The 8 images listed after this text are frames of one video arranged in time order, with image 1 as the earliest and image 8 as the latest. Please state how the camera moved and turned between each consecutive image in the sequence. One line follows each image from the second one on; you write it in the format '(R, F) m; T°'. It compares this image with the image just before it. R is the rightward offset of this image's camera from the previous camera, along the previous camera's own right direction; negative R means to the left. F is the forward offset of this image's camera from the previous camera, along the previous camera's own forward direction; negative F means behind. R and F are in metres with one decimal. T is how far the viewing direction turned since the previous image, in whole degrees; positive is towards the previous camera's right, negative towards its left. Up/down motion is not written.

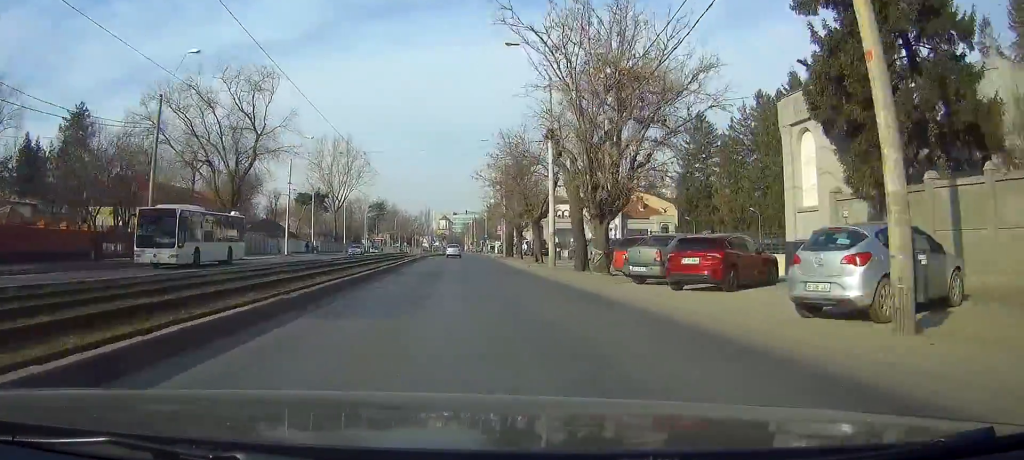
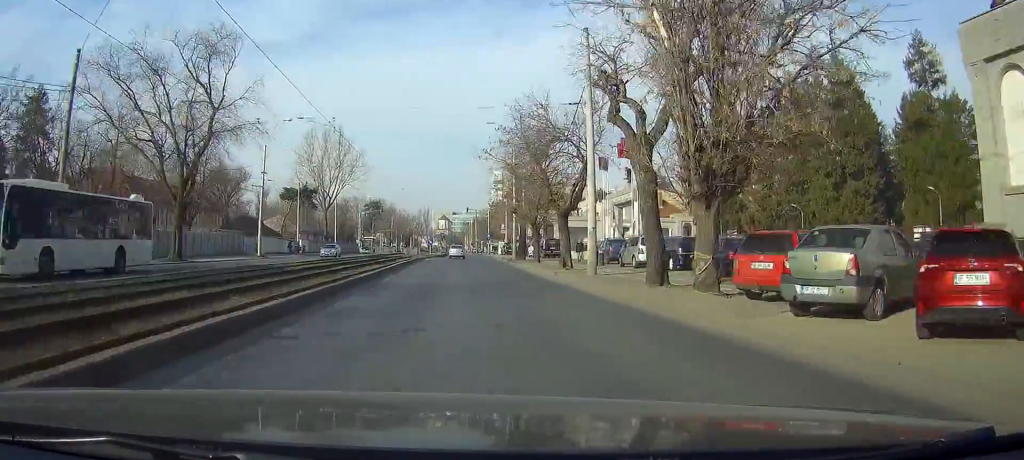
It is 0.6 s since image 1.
(-0.1, +10.5) m; 0°
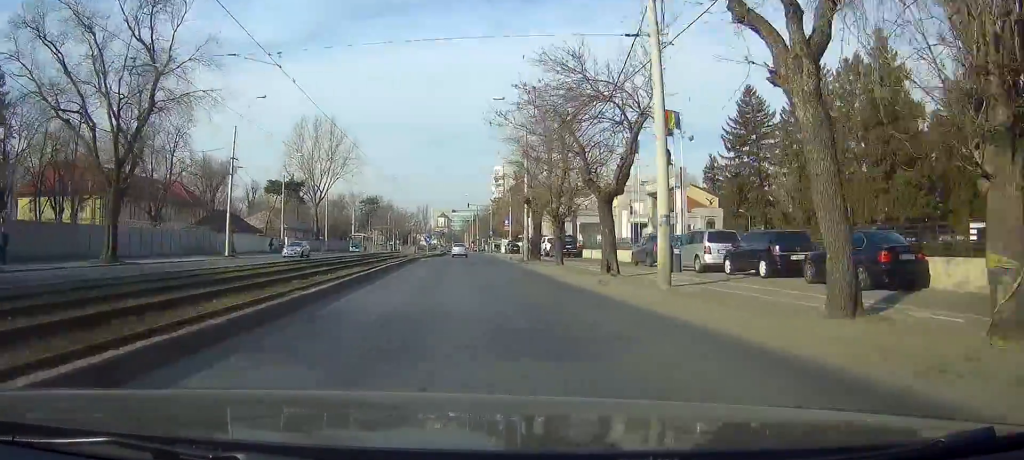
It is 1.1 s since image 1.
(0.0, +9.3) m; 0°
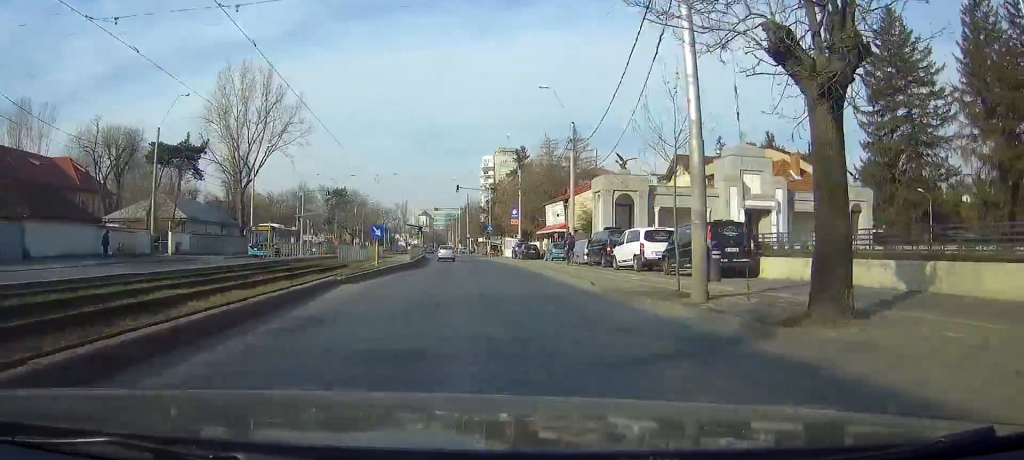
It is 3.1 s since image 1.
(+0.6, +37.7) m; +2°
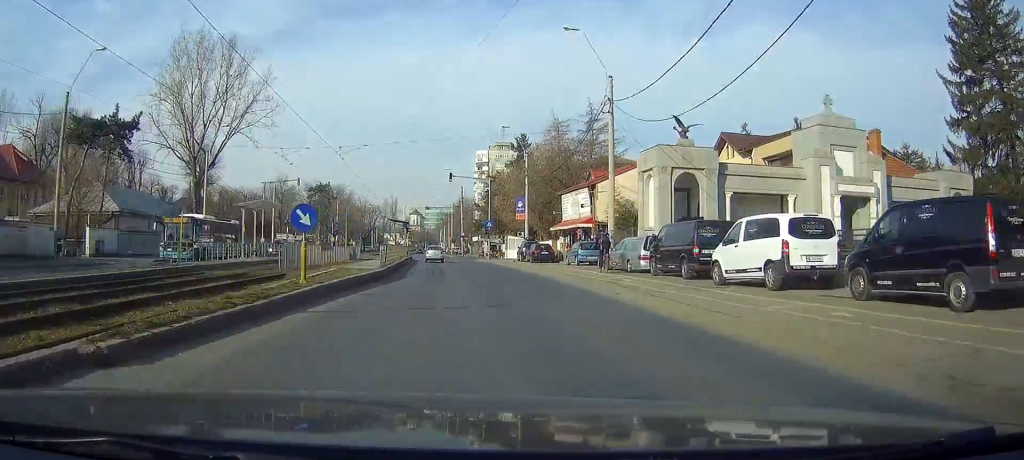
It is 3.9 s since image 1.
(+0.2, +14.2) m; +1°
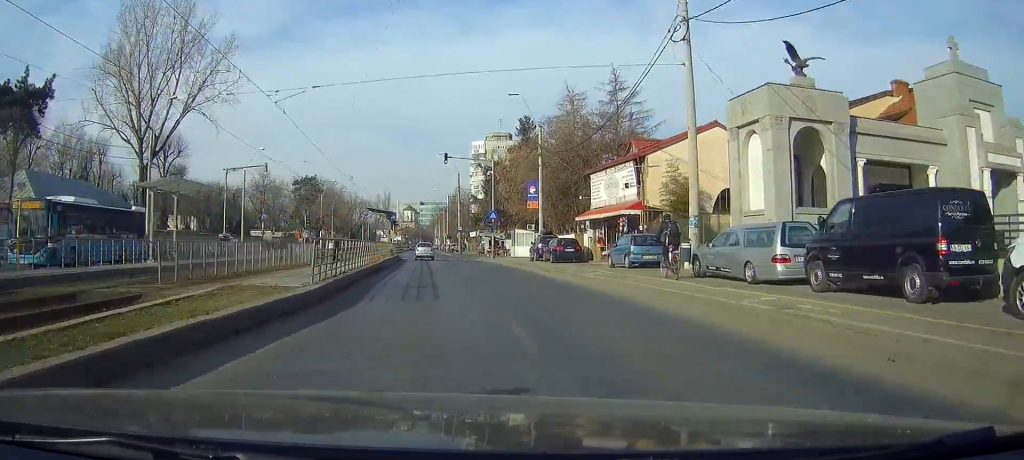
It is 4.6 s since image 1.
(+0.1, +12.9) m; +1°
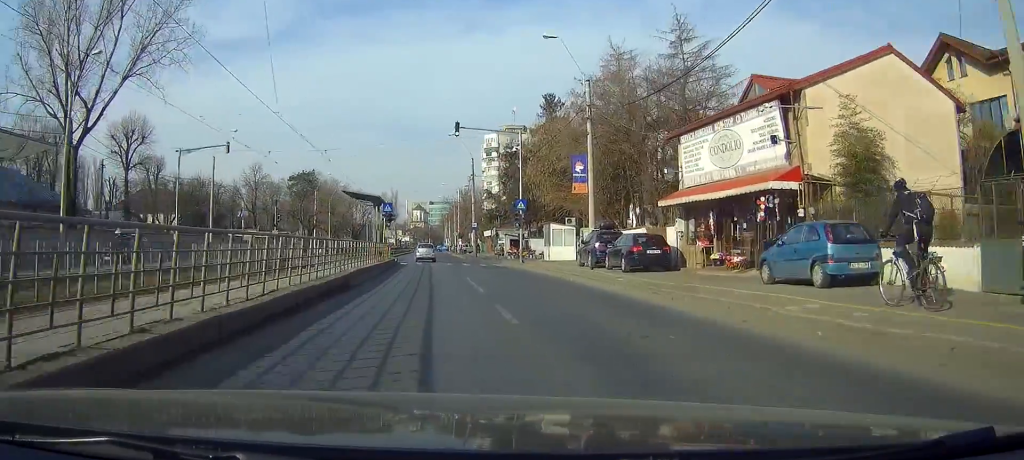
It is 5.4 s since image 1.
(+0.1, +15.3) m; 0°
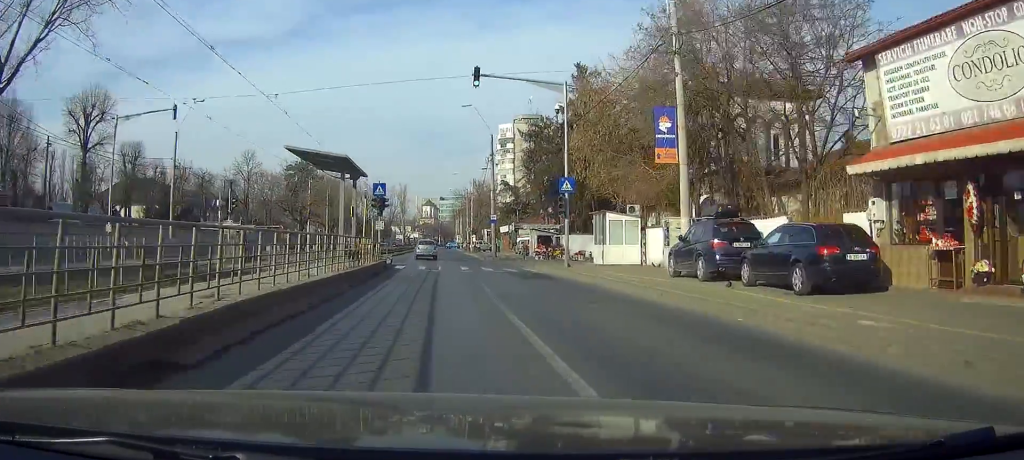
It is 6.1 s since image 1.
(-0.1, +13.4) m; -1°
